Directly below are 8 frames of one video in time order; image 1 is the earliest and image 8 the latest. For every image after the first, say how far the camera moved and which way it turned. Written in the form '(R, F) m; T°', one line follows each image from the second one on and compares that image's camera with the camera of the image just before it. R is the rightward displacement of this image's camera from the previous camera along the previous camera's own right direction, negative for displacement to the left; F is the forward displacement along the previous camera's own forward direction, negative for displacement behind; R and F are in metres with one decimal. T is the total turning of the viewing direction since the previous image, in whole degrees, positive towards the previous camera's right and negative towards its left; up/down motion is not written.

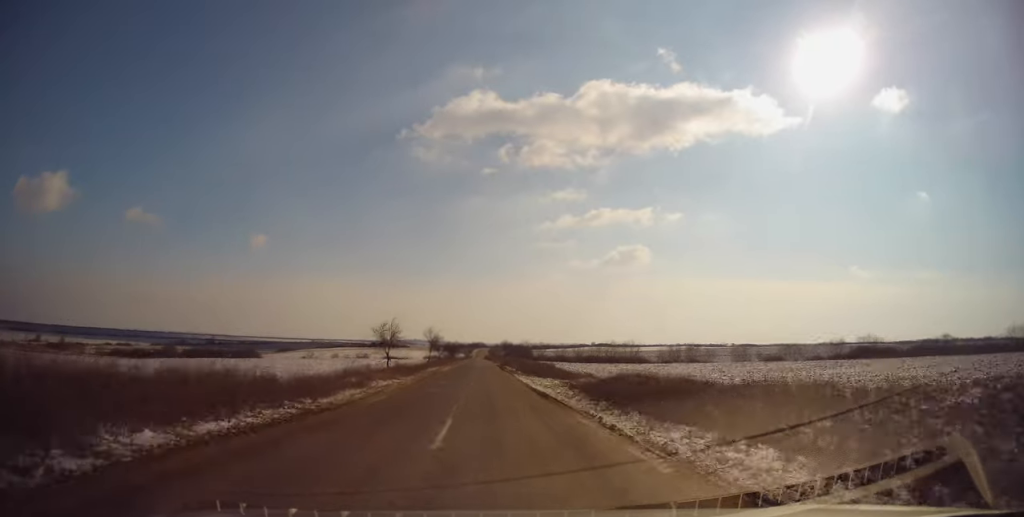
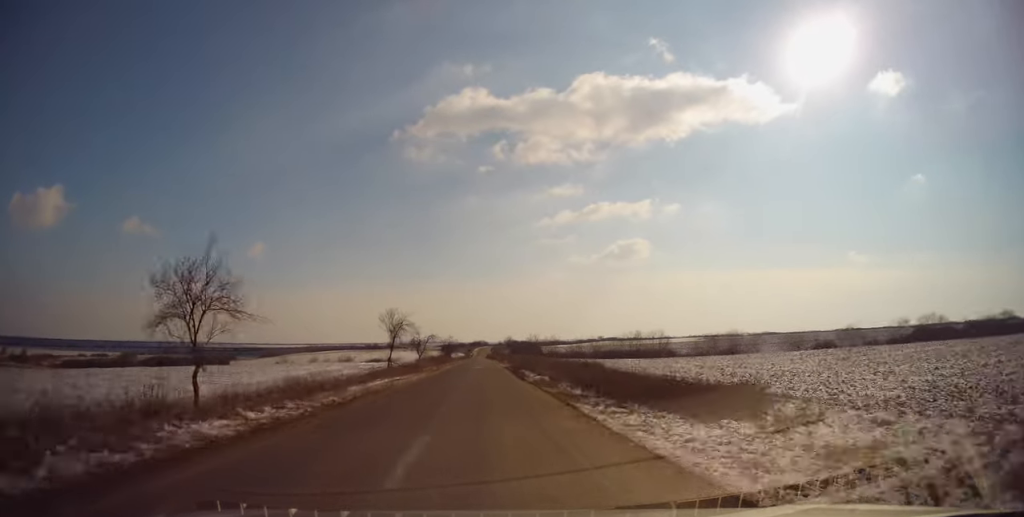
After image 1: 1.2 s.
(-0.5, +28.1) m; -1°
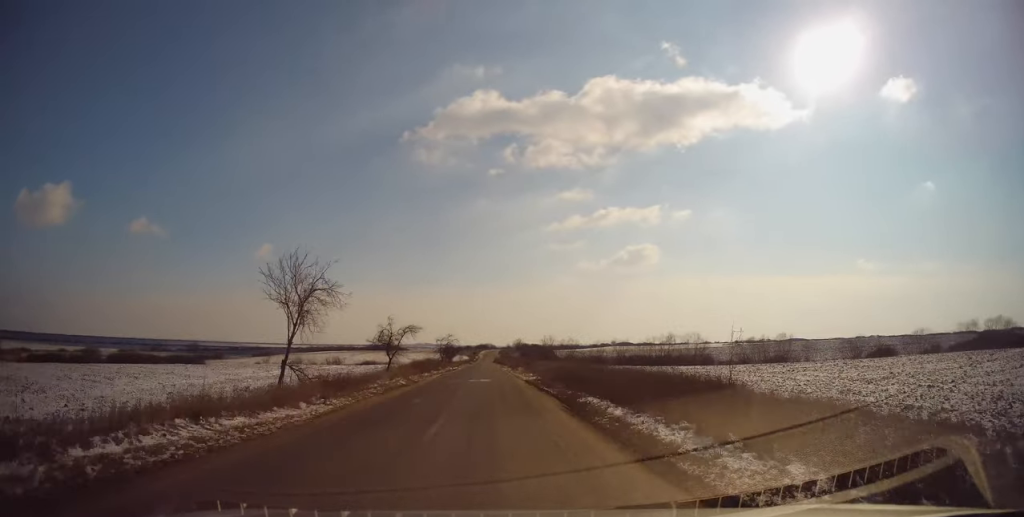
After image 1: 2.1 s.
(+0.1, +21.9) m; 0°
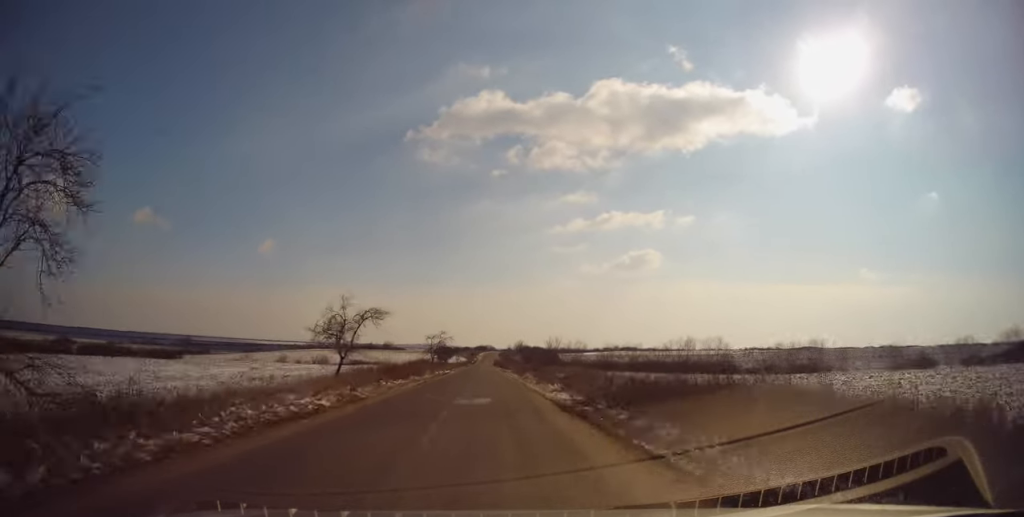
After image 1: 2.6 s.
(-0.1, +12.9) m; 0°
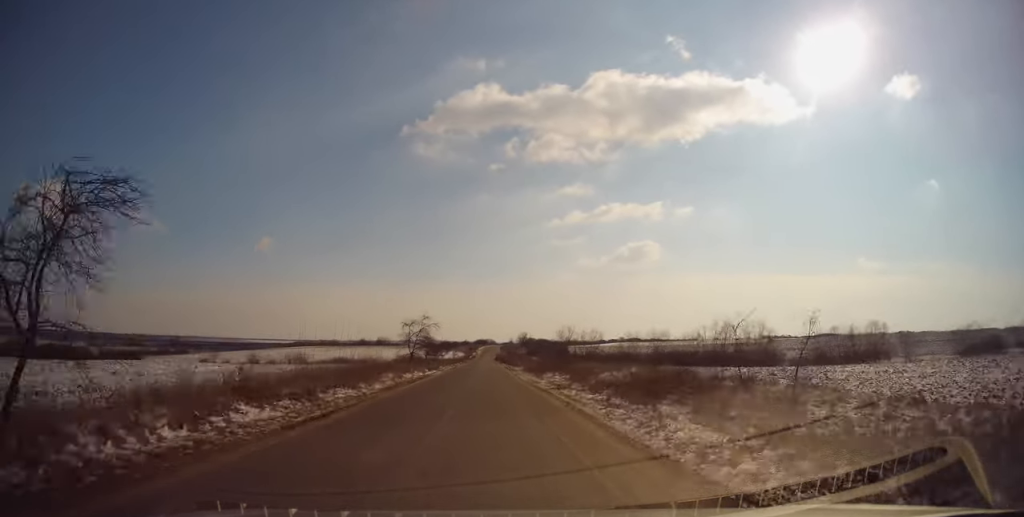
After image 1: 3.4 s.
(-0.1, +19.2) m; 0°
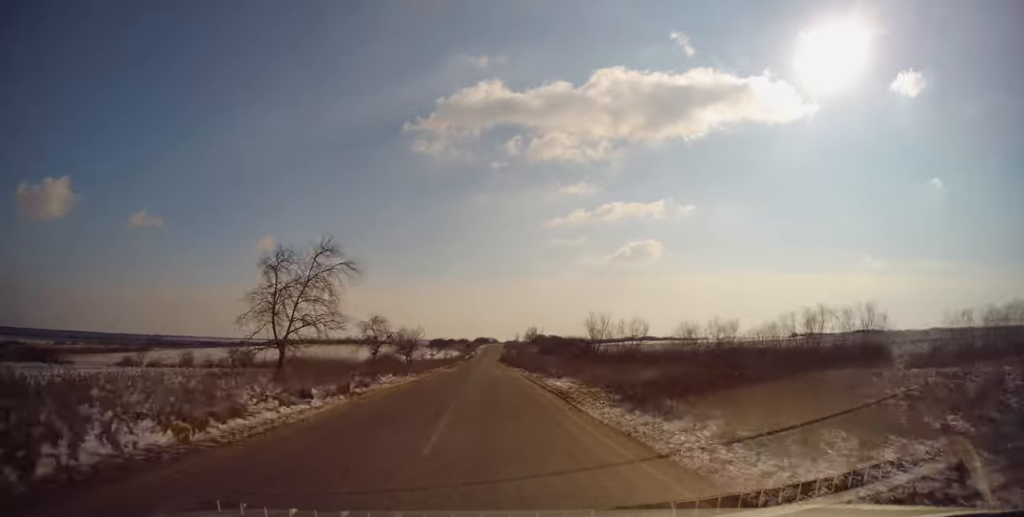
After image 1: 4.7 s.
(+0.1, +30.6) m; 0°
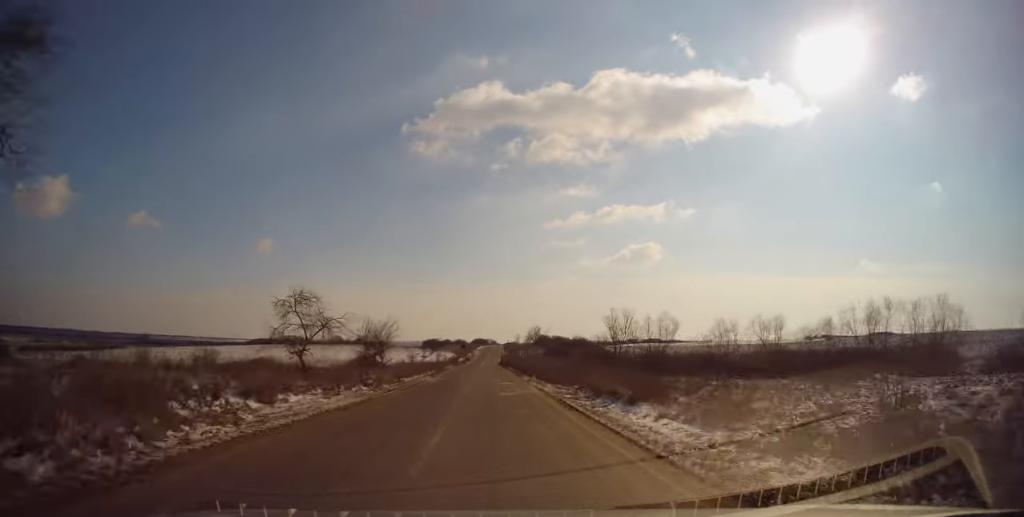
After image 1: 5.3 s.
(0.0, +13.7) m; 0°
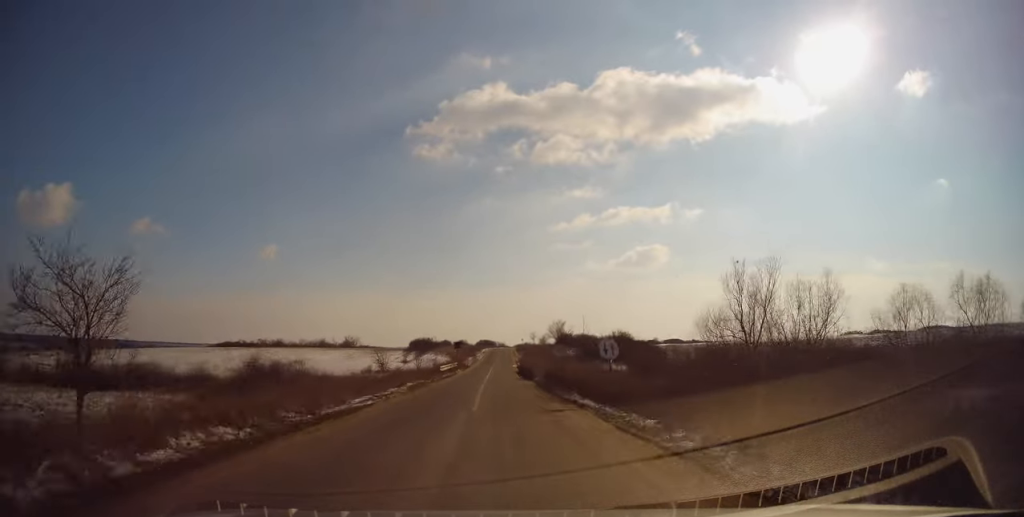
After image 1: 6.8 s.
(-0.3, +32.9) m; 0°
